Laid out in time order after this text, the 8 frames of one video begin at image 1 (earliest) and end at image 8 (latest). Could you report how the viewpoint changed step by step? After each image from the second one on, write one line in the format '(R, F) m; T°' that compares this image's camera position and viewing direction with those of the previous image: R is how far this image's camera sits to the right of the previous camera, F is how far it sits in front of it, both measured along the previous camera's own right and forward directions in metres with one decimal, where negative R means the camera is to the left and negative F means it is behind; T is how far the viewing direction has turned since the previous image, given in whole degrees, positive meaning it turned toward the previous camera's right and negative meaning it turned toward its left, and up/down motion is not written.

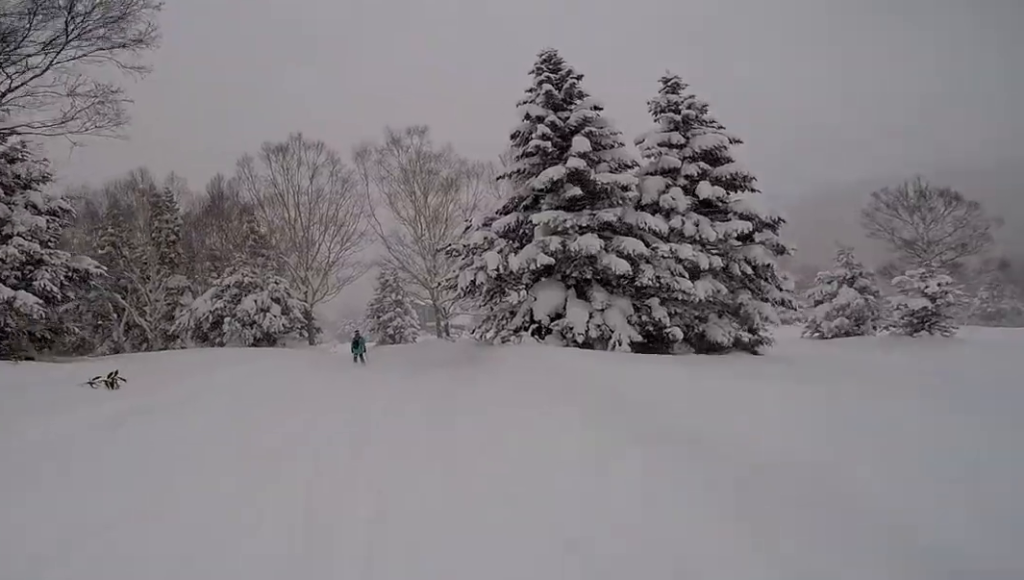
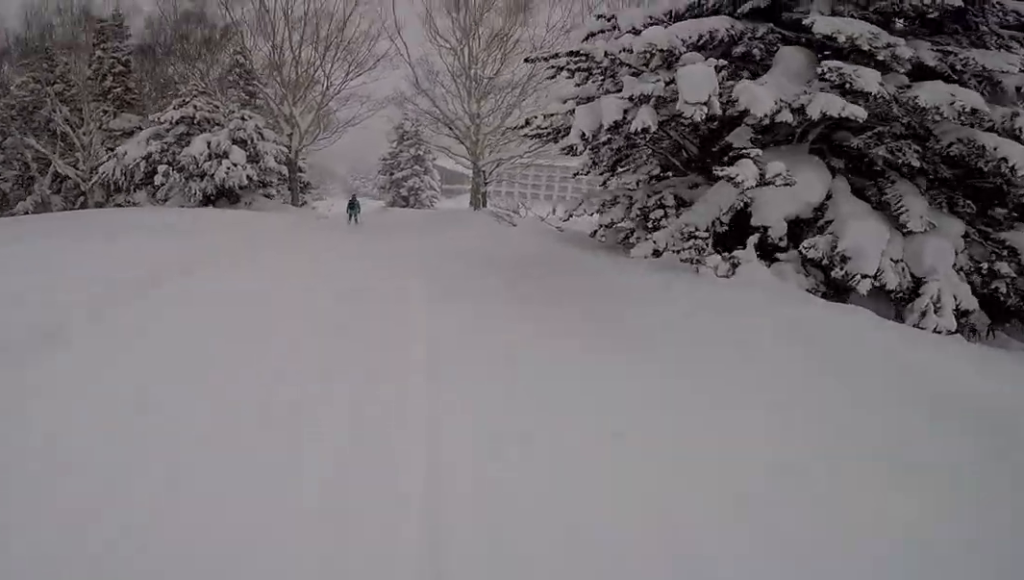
(+1.4, +8.2) m; +15°
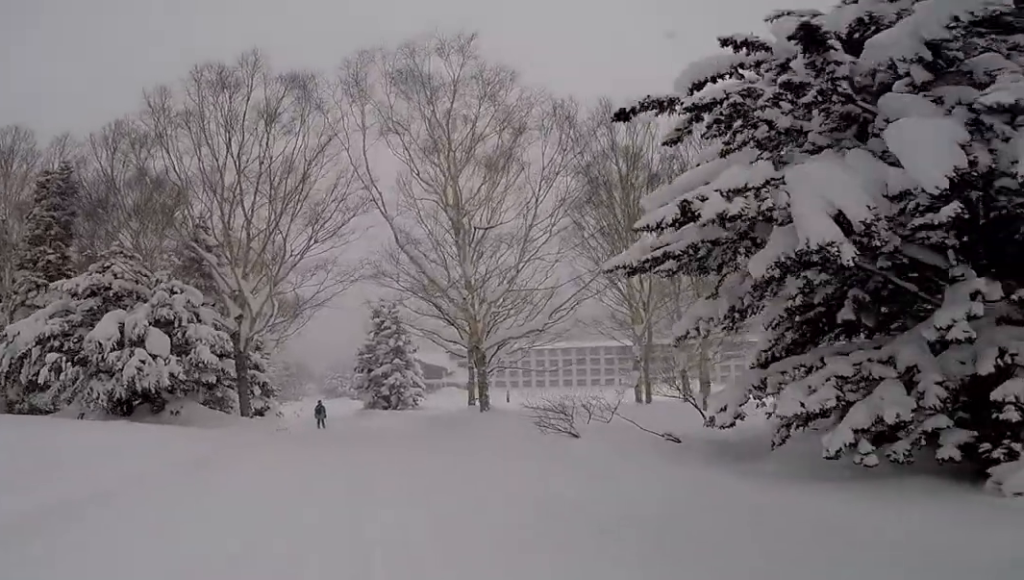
(-0.4, +5.6) m; -11°
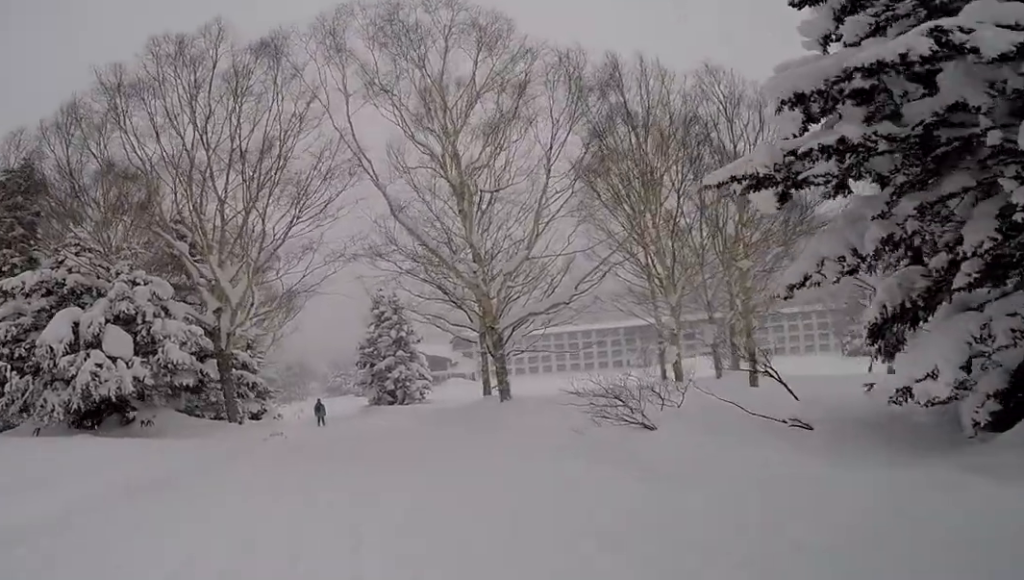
(-0.1, +2.1) m; -5°
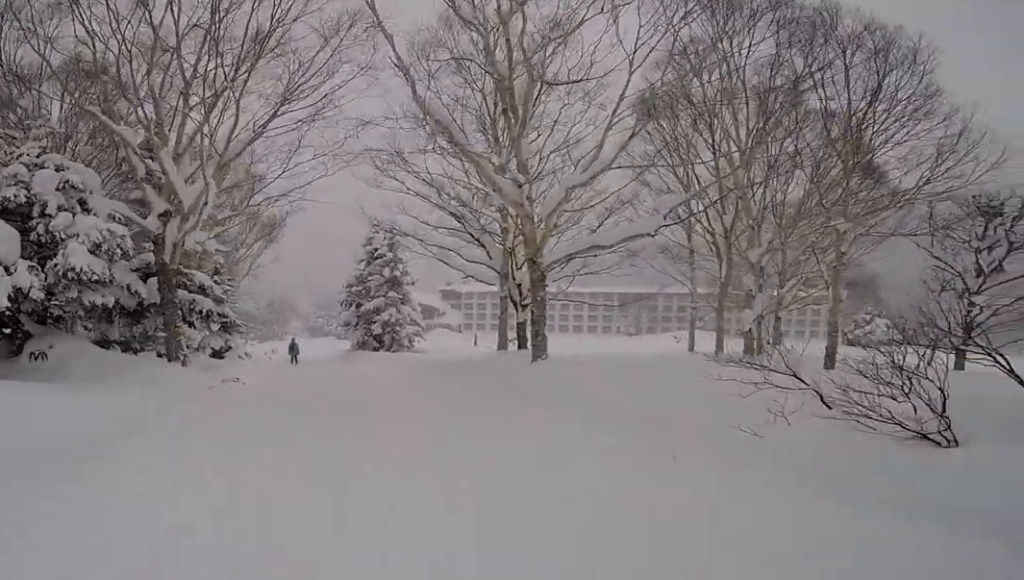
(-0.1, +3.4) m; -1°
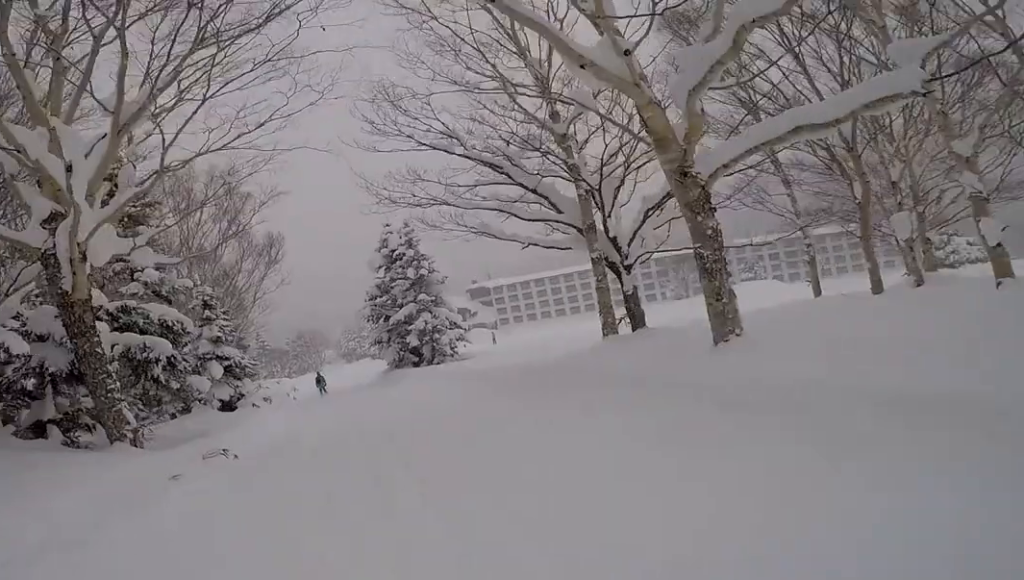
(0.0, +4.3) m; 0°
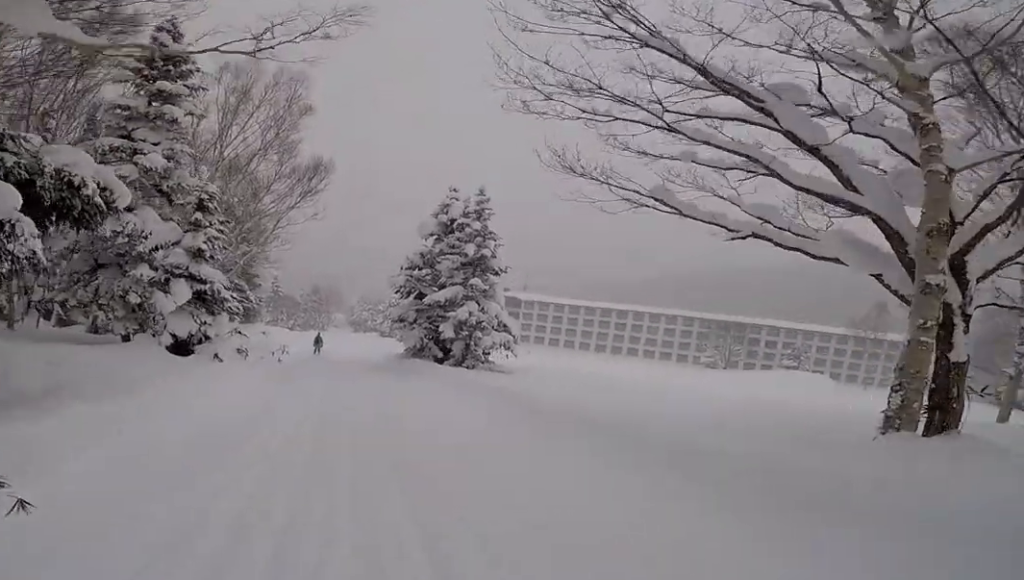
(0.0, +5.0) m; 0°
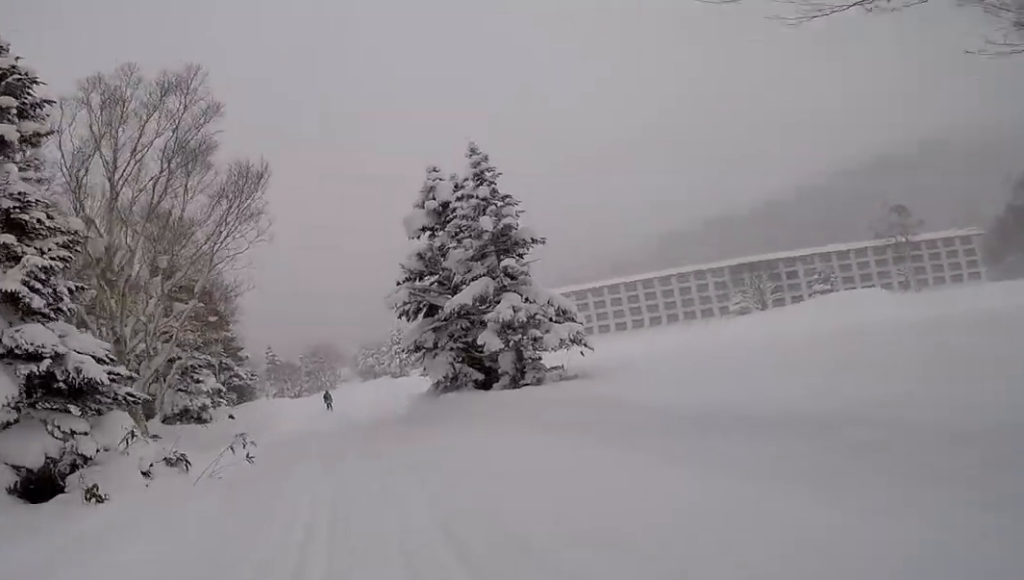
(0.0, +5.8) m; 0°
